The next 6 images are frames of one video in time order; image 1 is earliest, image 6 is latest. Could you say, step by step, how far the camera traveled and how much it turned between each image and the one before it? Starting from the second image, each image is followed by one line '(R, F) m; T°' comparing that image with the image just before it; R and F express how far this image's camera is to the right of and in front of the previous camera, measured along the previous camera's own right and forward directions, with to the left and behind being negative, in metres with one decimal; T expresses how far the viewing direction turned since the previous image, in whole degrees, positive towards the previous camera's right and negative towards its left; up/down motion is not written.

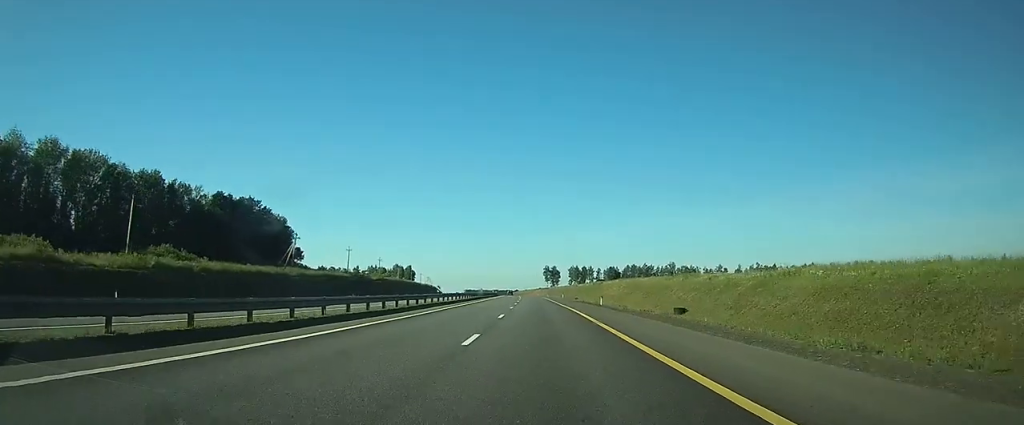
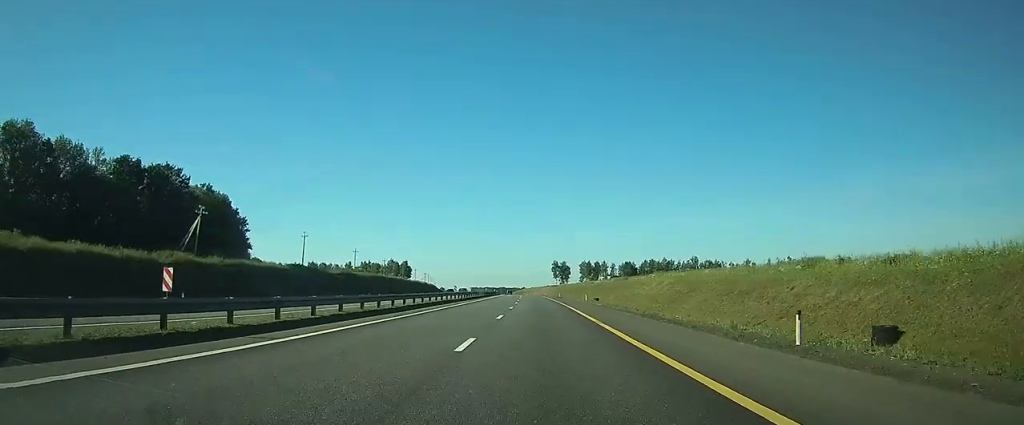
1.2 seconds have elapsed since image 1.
(-0.2, +37.5) m; -1°
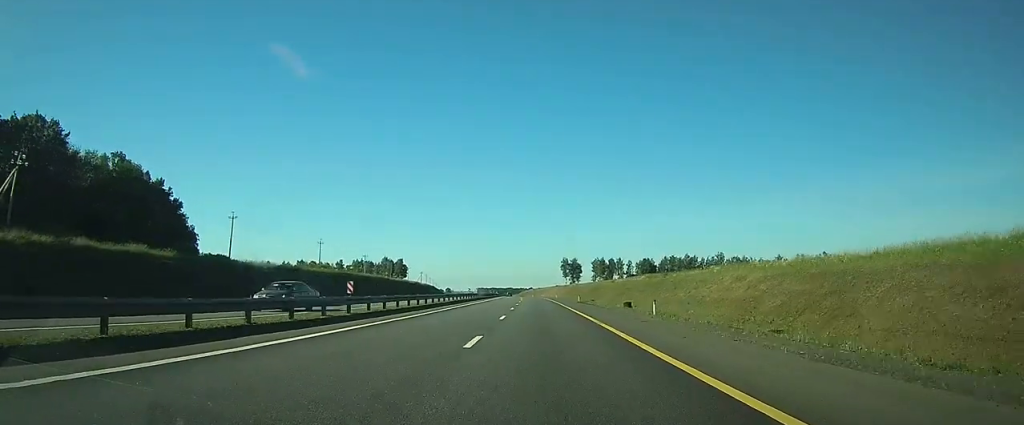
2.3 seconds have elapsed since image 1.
(-0.3, +35.3) m; -1°
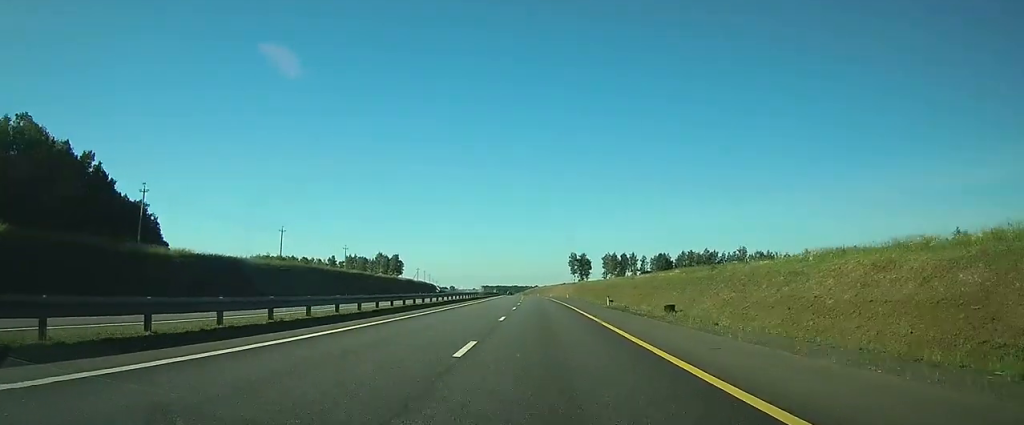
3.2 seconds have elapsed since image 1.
(-0.1, +26.0) m; 0°
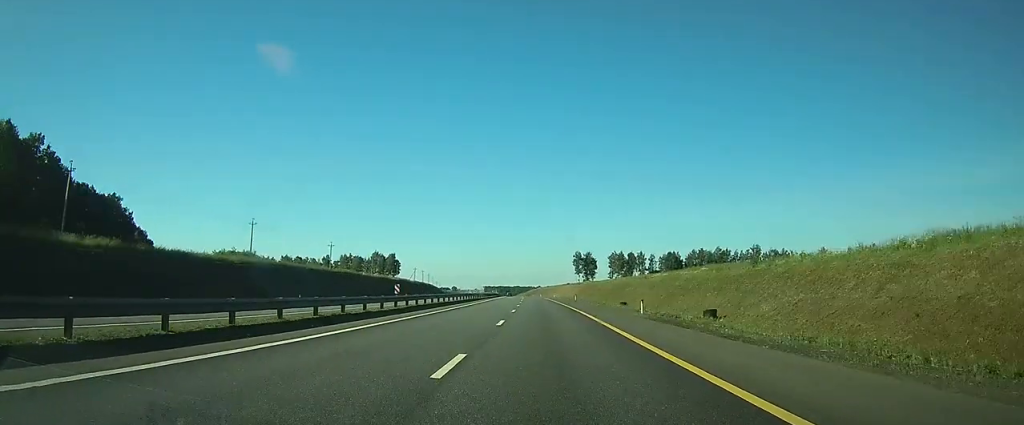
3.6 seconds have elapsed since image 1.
(+0.1, +14.5) m; 0°
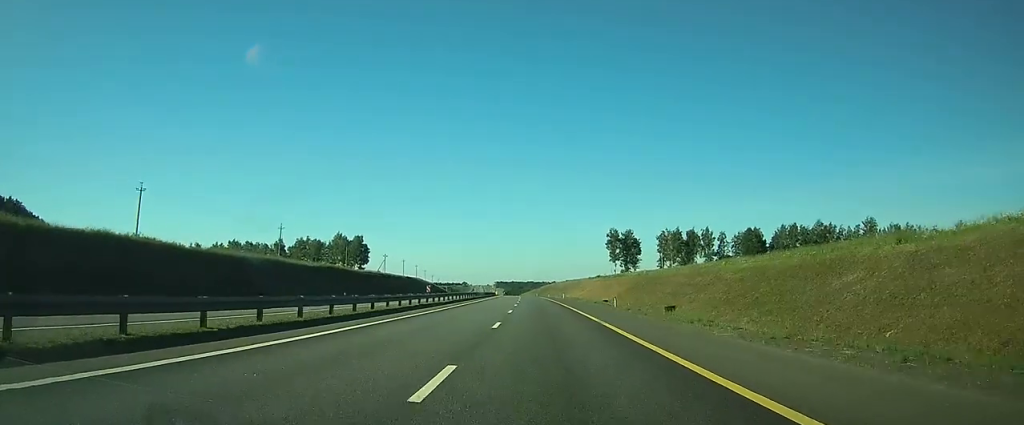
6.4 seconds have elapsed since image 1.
(-1.0, +85.6) m; -1°
